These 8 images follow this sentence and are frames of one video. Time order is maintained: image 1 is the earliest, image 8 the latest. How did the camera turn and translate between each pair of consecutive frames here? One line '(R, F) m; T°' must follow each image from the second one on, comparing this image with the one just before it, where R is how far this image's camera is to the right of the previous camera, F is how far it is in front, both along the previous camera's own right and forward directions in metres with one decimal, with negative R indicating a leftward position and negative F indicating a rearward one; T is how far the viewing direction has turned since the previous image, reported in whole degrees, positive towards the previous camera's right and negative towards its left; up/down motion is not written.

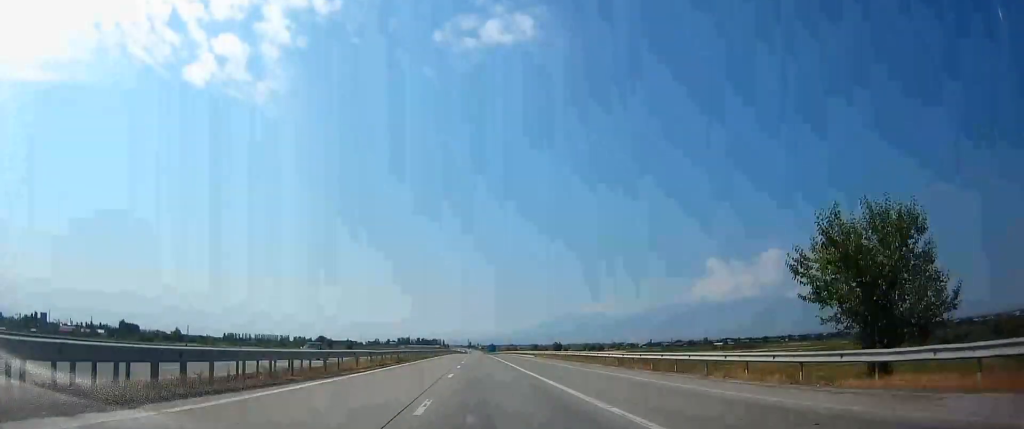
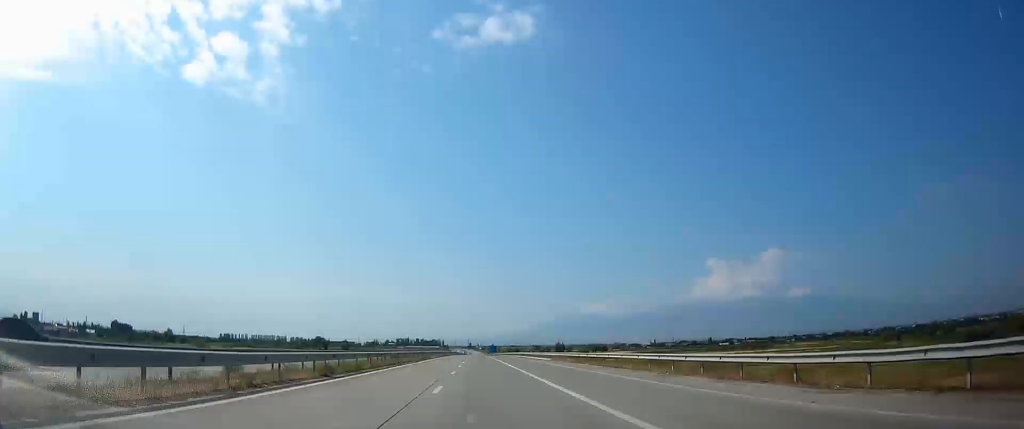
(-0.4, +19.6) m; 0°
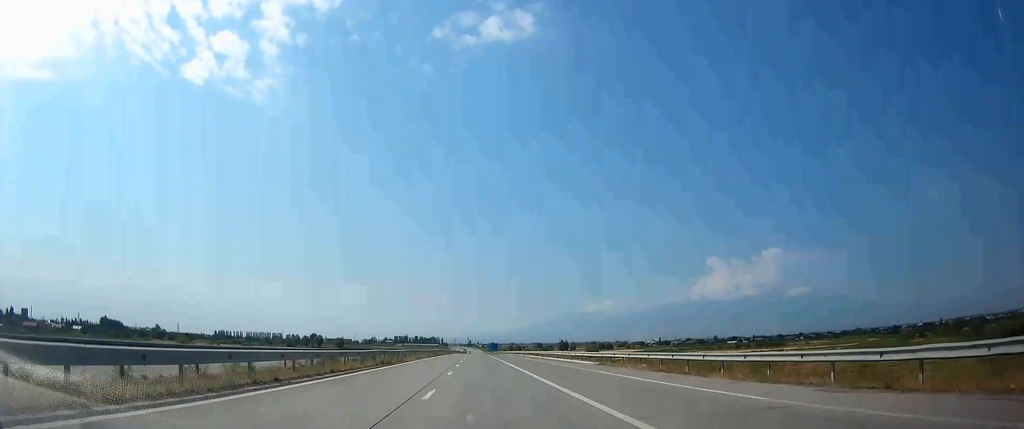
(+0.6, +24.9) m; +1°
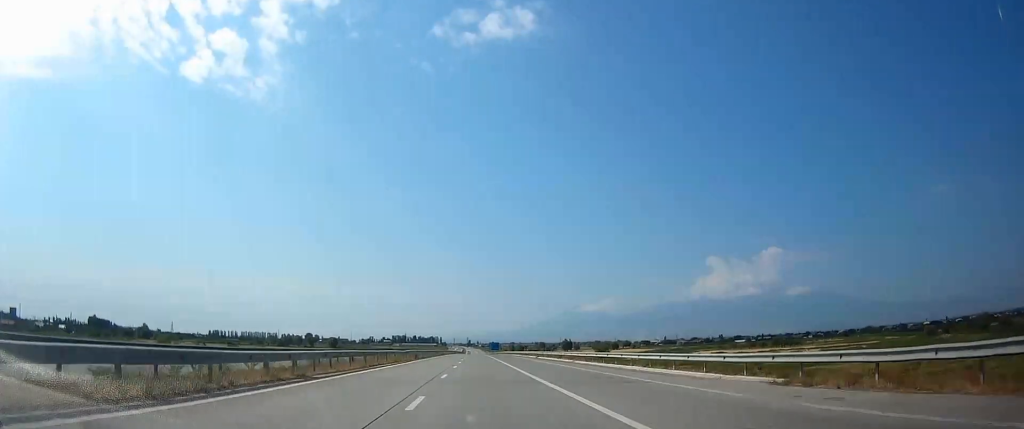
(+0.2, +26.0) m; 0°
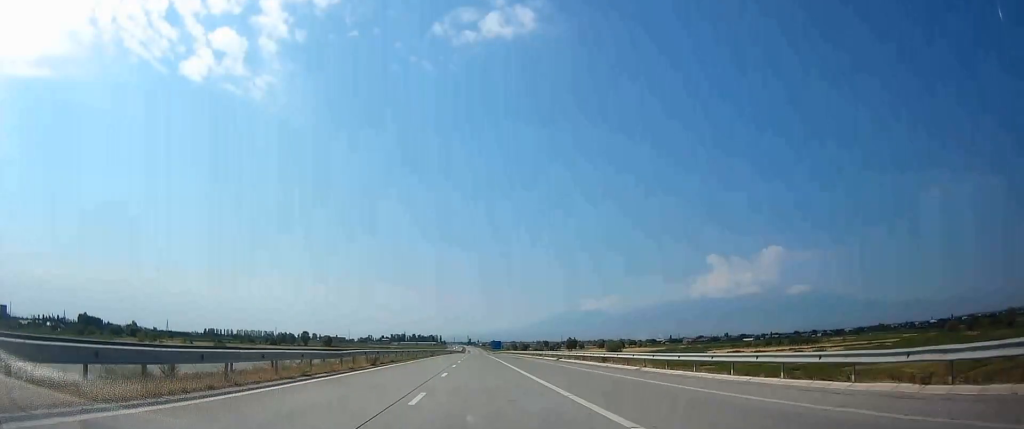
(-0.1, +22.8) m; -1°
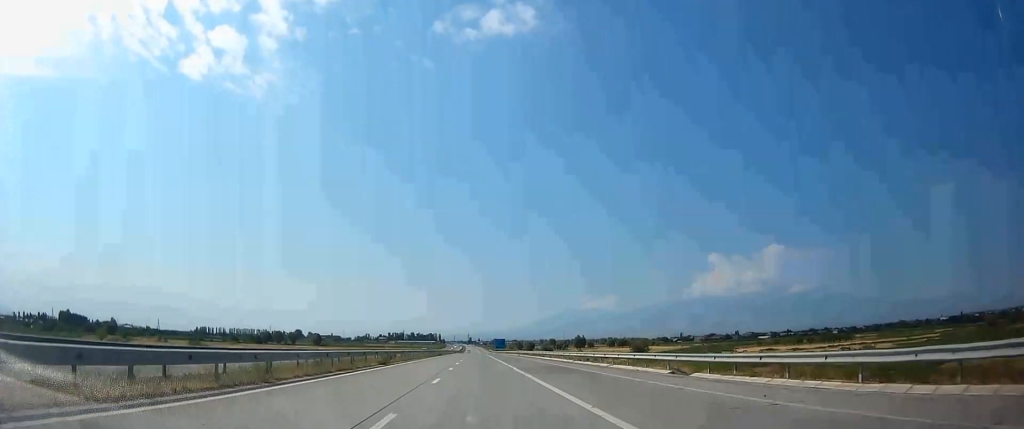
(-0.2, +40.2) m; 0°
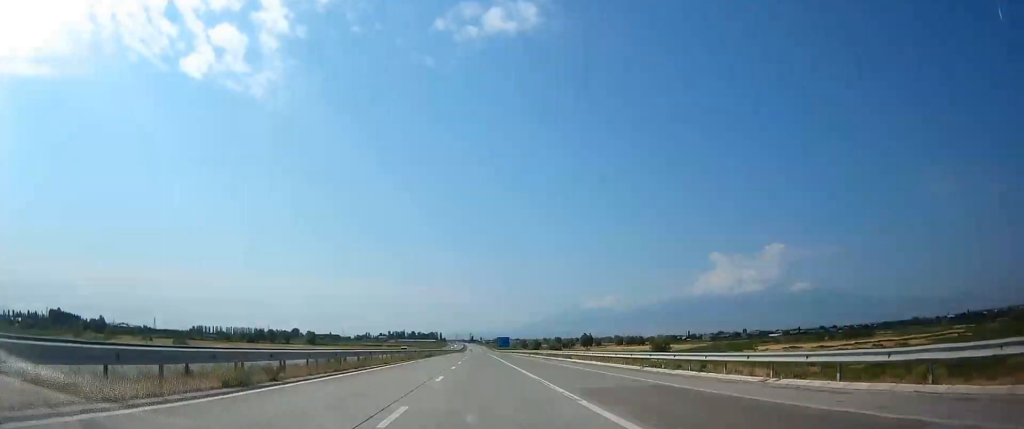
(+0.3, +22.9) m; 0°
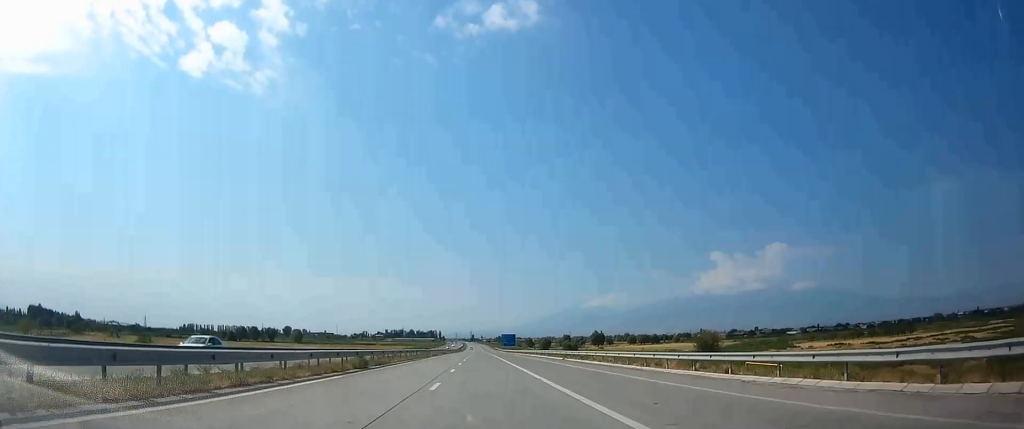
(-0.7, +40.1) m; -1°
